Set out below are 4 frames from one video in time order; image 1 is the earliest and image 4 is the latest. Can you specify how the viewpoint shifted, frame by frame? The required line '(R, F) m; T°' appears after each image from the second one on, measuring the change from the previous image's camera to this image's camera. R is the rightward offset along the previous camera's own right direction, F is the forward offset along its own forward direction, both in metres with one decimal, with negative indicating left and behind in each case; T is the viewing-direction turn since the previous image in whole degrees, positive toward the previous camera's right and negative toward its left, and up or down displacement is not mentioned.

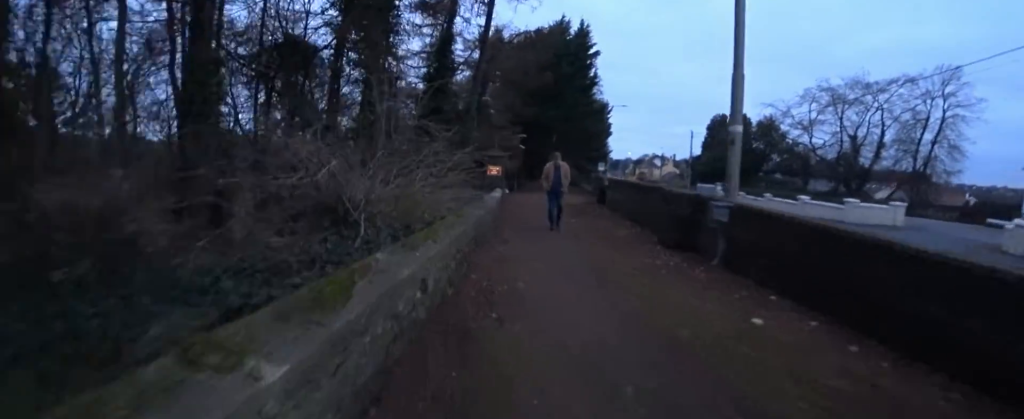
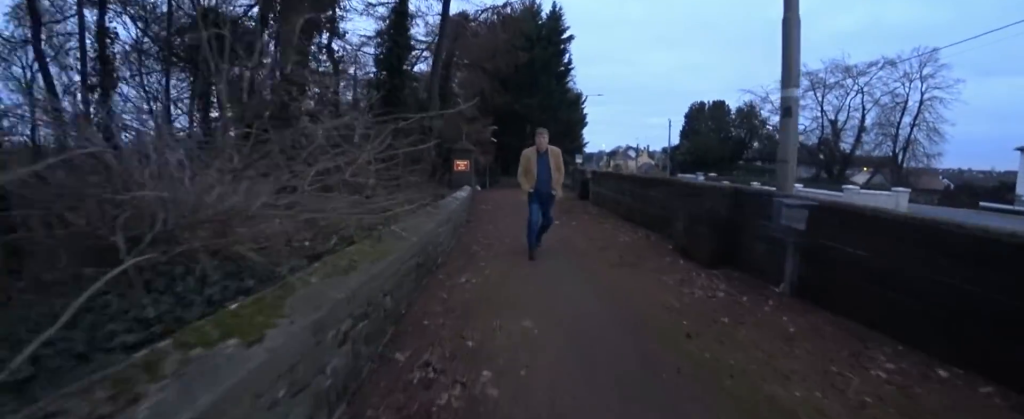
(0.0, +3.2) m; 0°
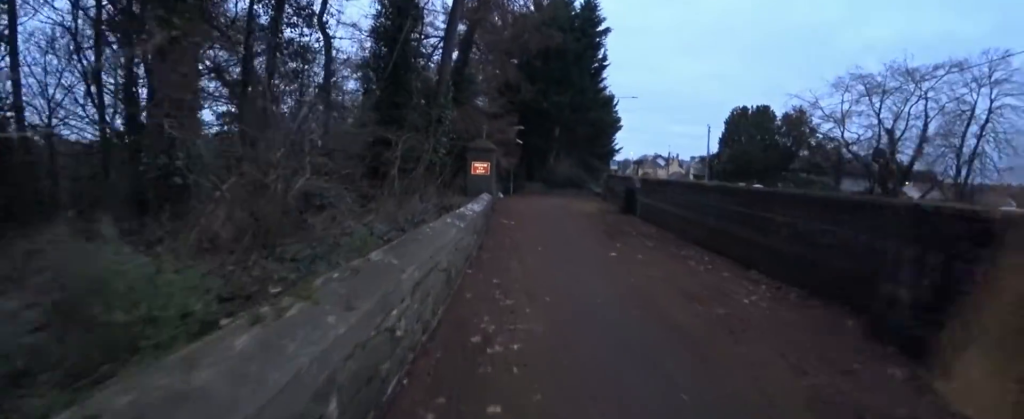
(0.0, +4.4) m; 0°
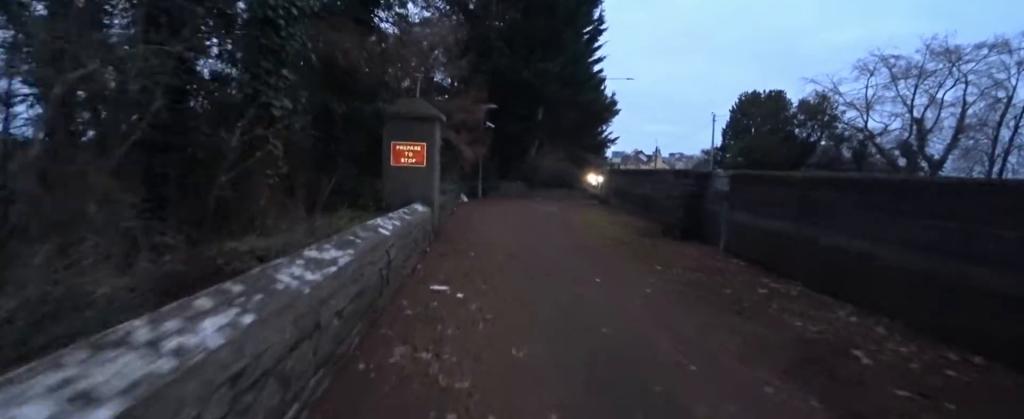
(-0.4, +8.0) m; -5°
